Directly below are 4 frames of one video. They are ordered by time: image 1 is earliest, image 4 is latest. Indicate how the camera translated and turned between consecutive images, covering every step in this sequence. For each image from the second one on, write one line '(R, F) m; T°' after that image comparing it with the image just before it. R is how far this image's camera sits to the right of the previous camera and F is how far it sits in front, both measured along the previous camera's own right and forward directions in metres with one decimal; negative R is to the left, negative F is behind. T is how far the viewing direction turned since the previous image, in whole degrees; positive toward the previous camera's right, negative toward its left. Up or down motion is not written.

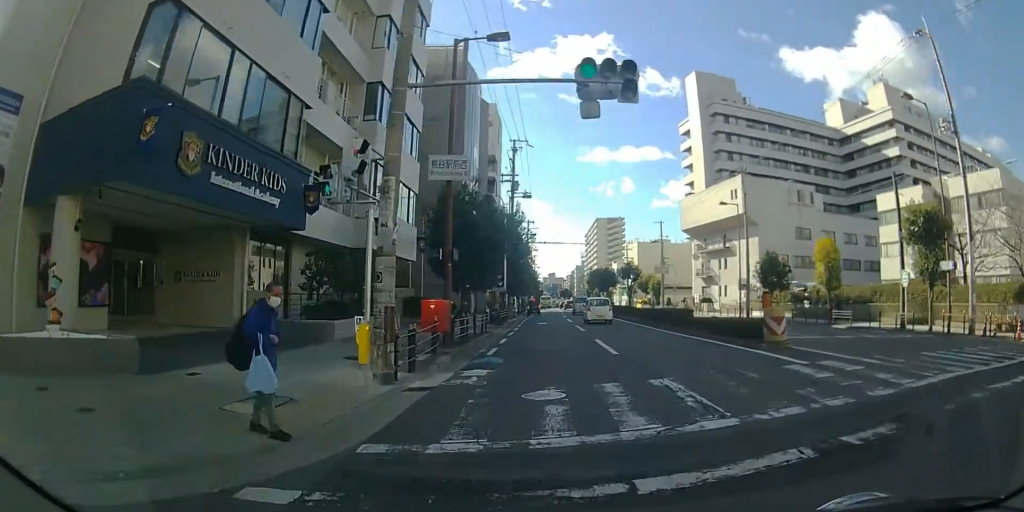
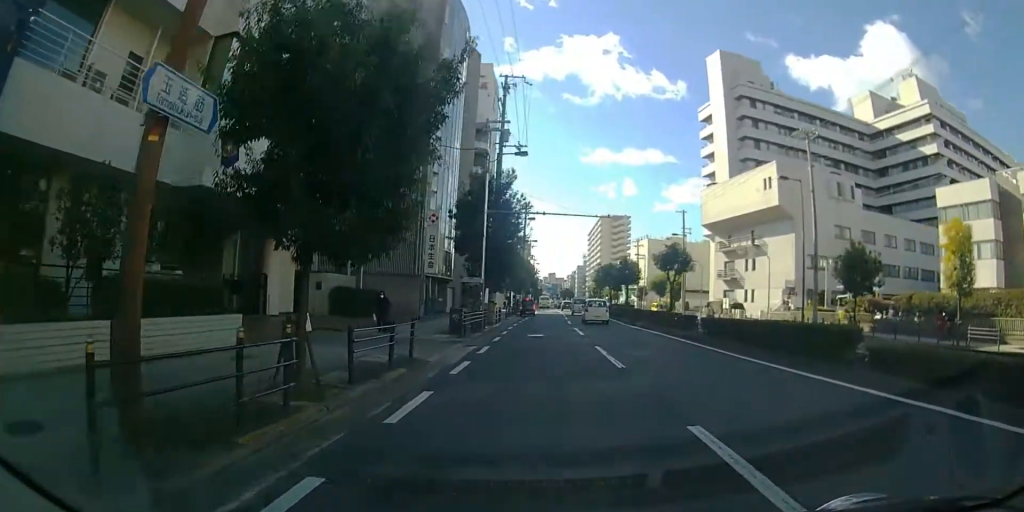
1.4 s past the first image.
(+0.5, +14.4) m; +1°
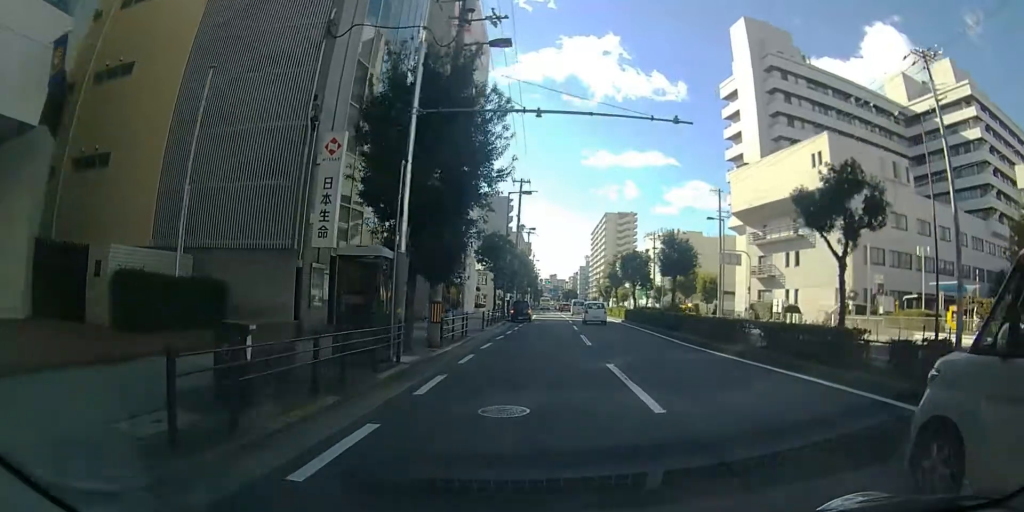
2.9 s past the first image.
(-0.7, +15.3) m; -3°
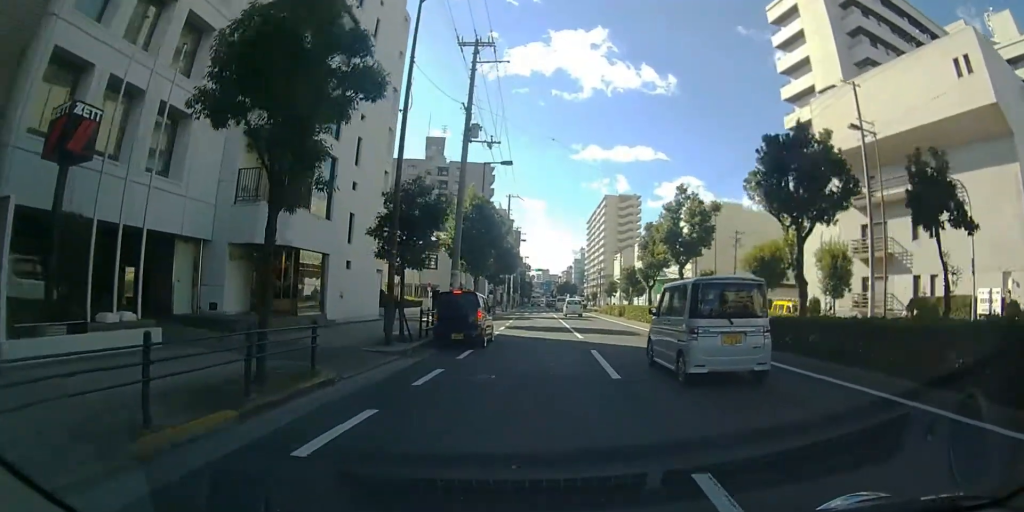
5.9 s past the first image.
(+1.0, +27.7) m; +2°
